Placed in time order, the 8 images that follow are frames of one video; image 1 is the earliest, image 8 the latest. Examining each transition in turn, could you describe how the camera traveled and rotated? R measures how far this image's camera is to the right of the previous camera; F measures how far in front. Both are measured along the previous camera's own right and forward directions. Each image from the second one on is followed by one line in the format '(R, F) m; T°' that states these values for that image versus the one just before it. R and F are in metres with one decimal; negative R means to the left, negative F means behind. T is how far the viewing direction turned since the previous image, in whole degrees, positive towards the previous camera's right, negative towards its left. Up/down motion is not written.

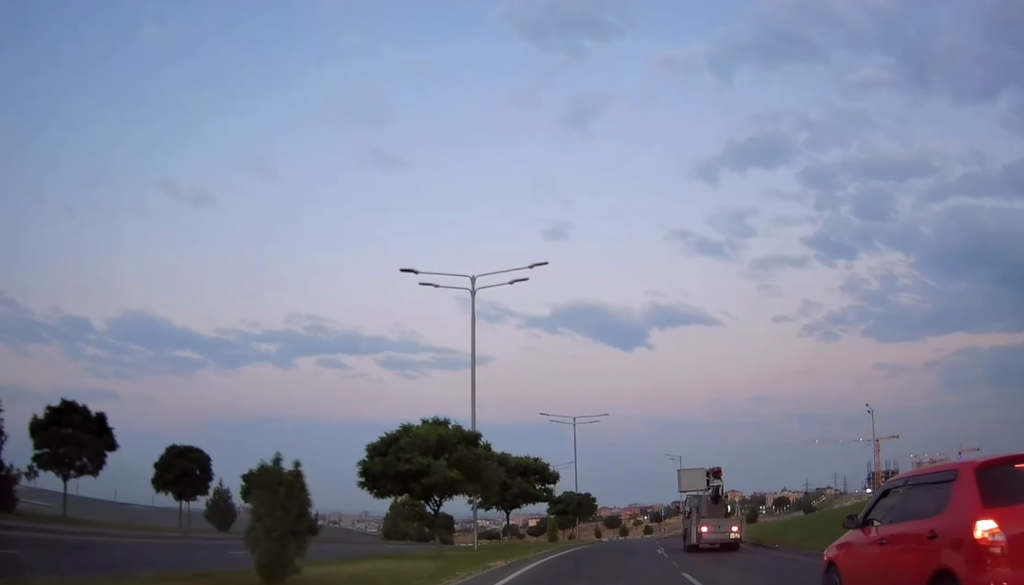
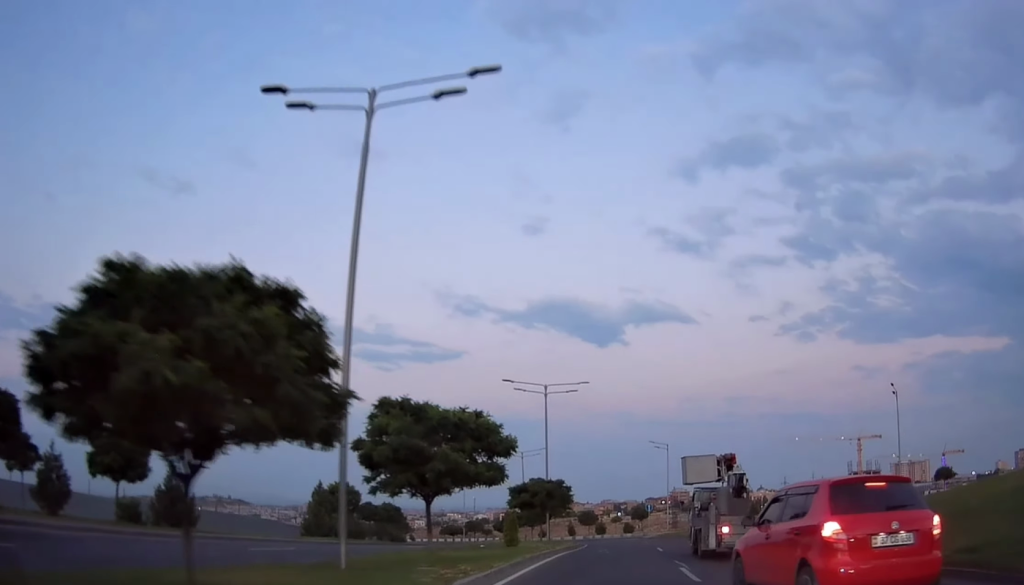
(+0.2, +11.2) m; +2°
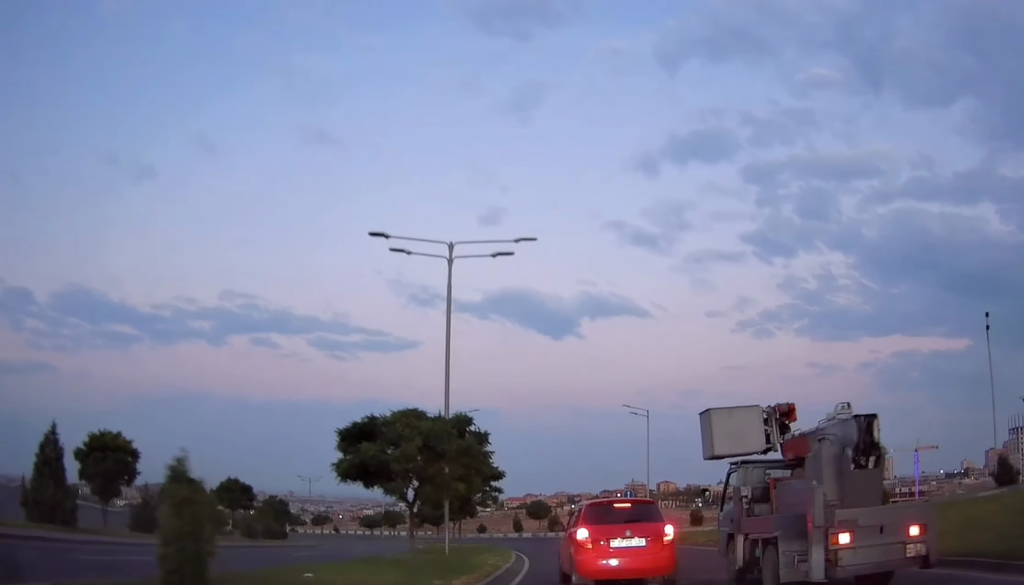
(+0.7, +21.3) m; +4°
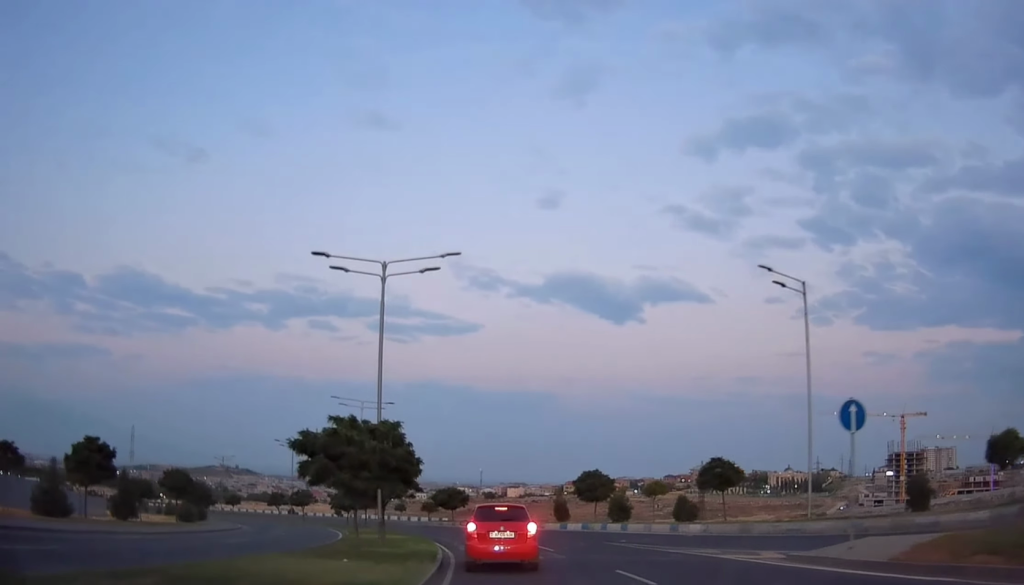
(-0.4, +28.9) m; -5°
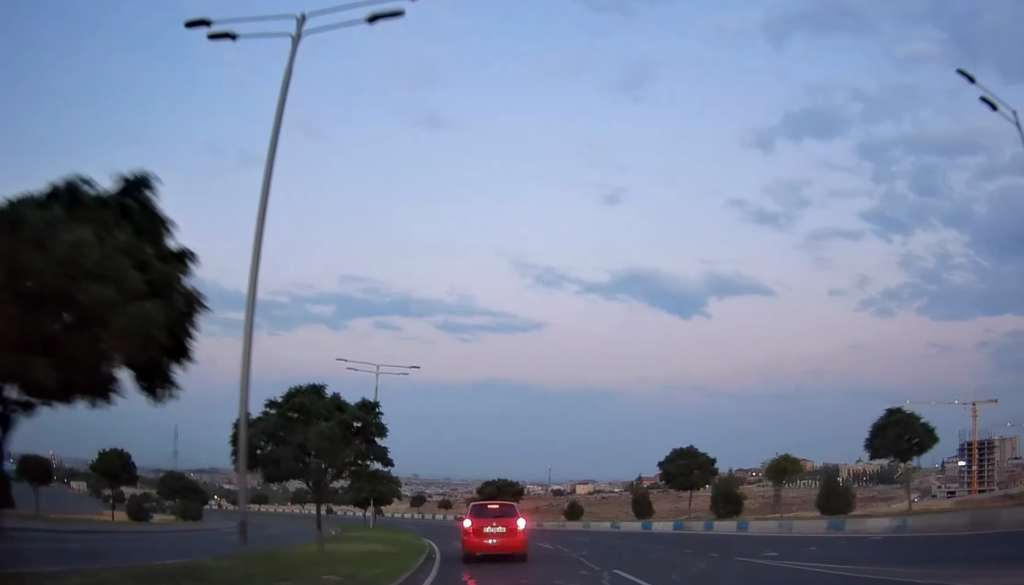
(-0.6, +13.4) m; -4°
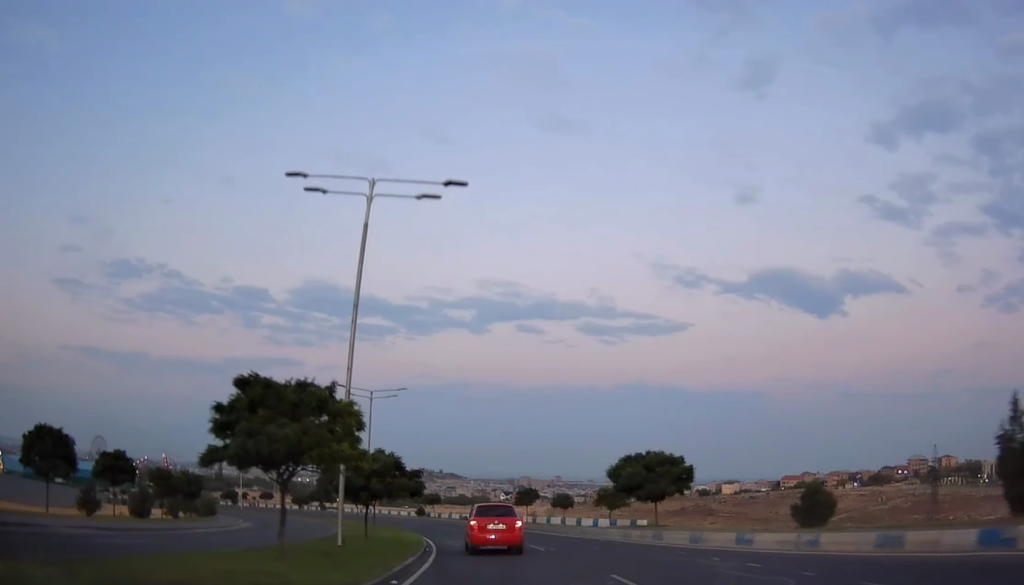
(-1.7, +24.8) m; -9°
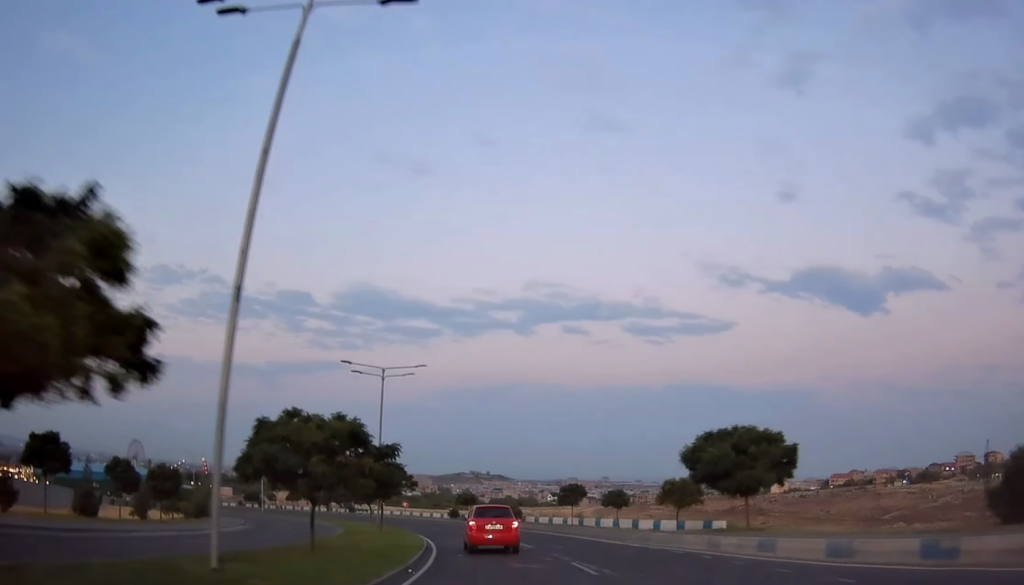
(-0.1, +8.5) m; -4°
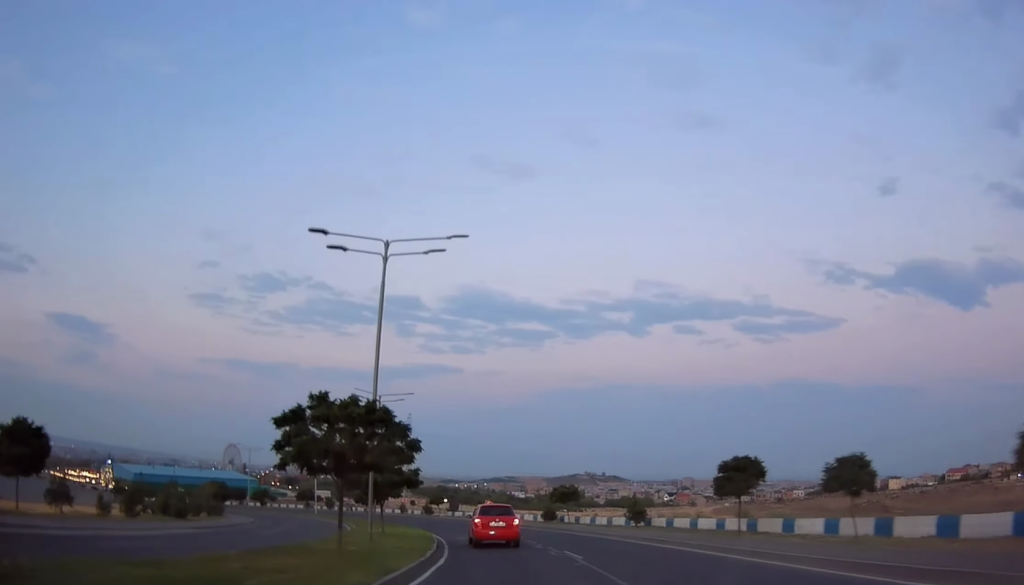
(-1.2, +20.0) m; -8°
